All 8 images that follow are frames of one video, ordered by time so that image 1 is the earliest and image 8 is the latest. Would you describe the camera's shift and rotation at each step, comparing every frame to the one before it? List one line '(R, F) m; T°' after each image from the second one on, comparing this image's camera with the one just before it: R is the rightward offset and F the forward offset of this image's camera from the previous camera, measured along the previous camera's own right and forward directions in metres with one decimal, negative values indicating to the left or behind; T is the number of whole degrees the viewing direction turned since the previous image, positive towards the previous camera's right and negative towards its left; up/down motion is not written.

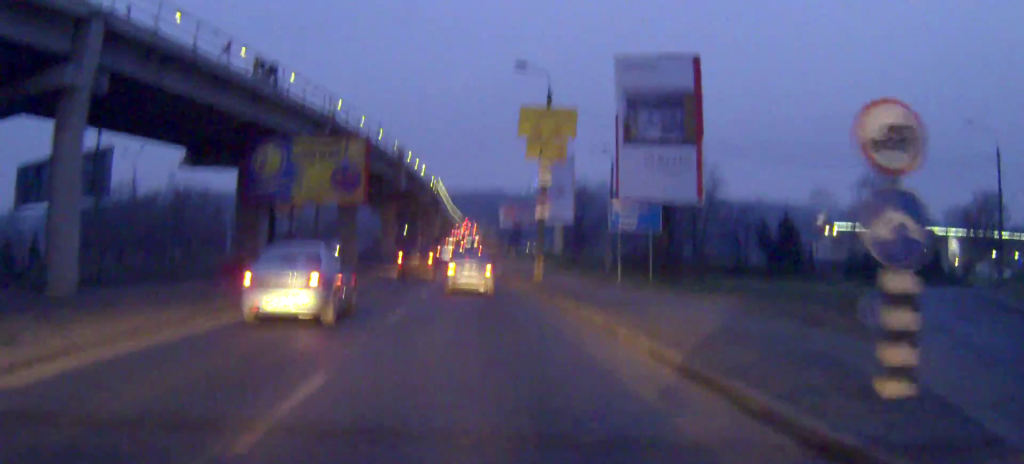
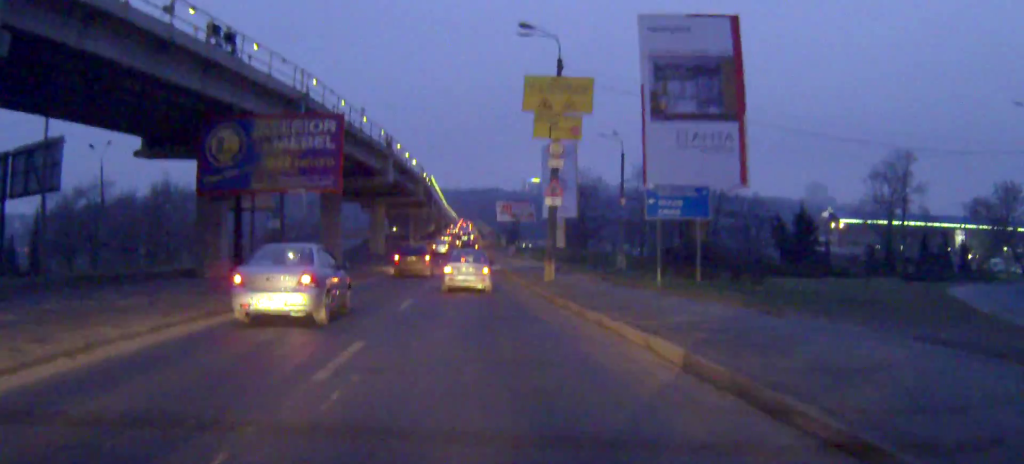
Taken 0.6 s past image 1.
(+0.1, +6.5) m; +1°
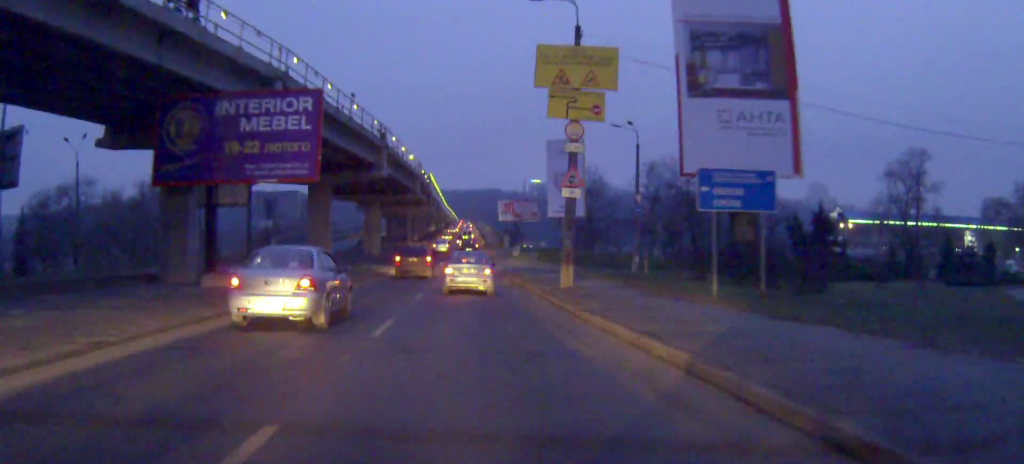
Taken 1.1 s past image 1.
(0.0, +5.1) m; 0°
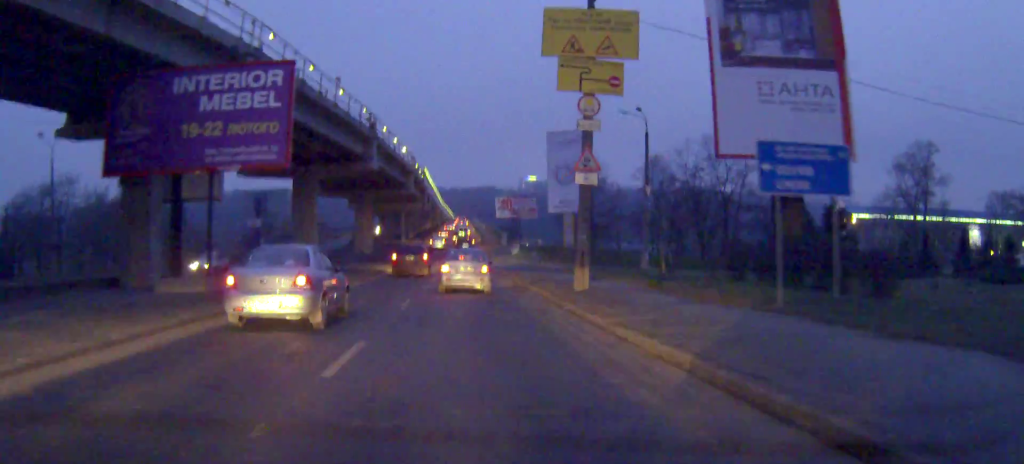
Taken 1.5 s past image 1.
(0.0, +4.1) m; 0°
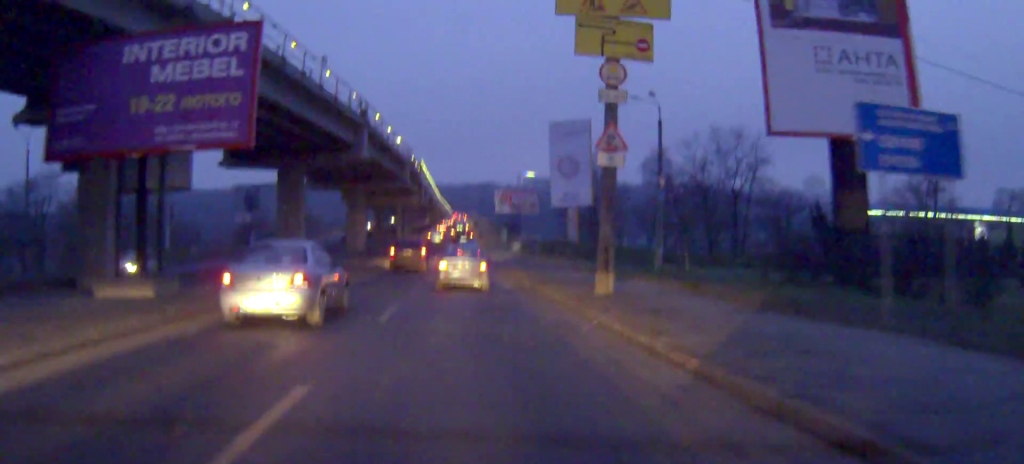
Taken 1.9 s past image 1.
(0.0, +4.0) m; 0°
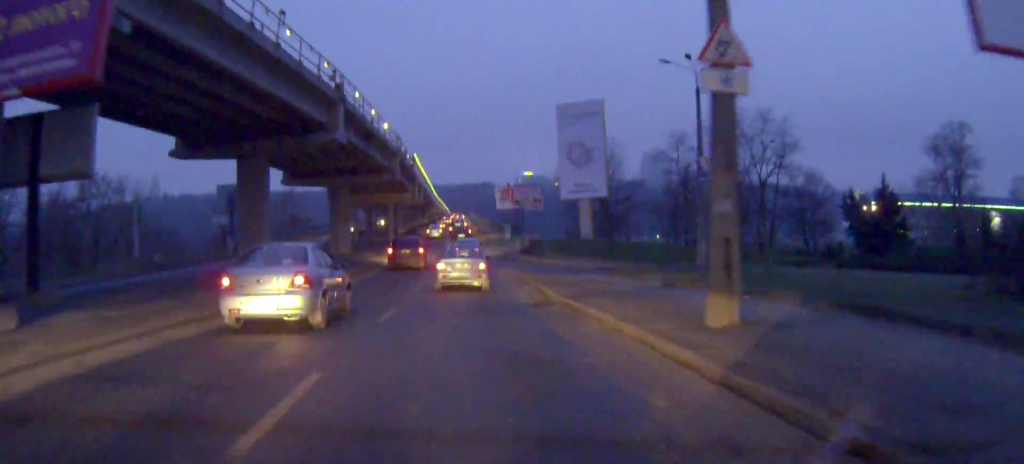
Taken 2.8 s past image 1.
(0.0, +8.8) m; +1°
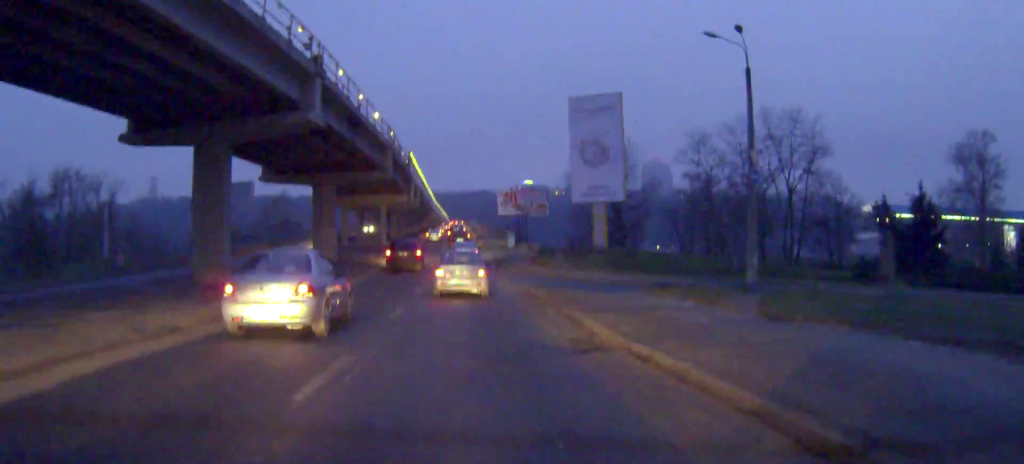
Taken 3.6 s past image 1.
(+0.1, +7.3) m; 0°
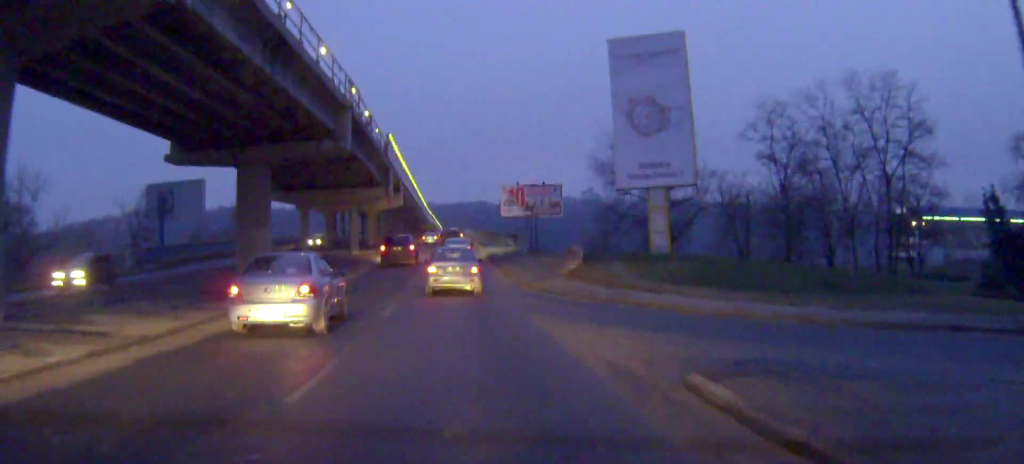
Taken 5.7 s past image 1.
(-0.4, +18.9) m; -1°
